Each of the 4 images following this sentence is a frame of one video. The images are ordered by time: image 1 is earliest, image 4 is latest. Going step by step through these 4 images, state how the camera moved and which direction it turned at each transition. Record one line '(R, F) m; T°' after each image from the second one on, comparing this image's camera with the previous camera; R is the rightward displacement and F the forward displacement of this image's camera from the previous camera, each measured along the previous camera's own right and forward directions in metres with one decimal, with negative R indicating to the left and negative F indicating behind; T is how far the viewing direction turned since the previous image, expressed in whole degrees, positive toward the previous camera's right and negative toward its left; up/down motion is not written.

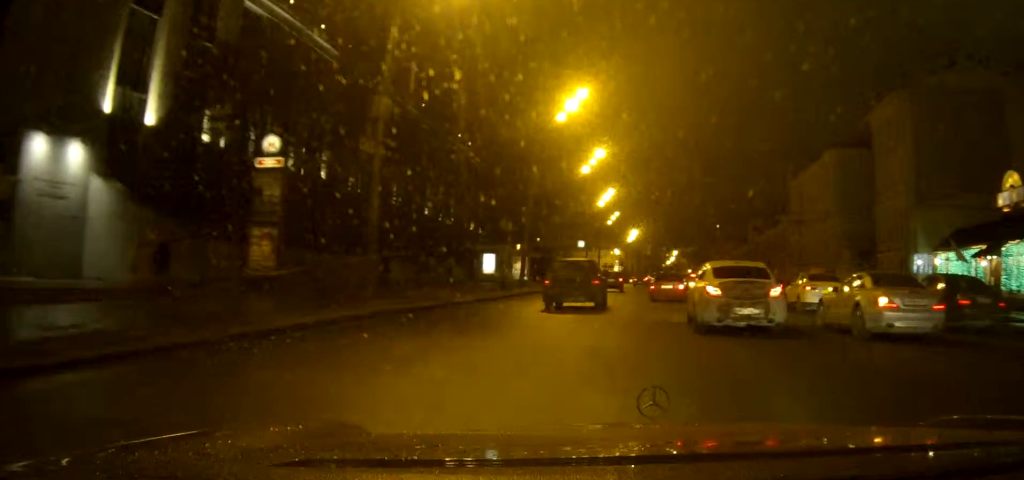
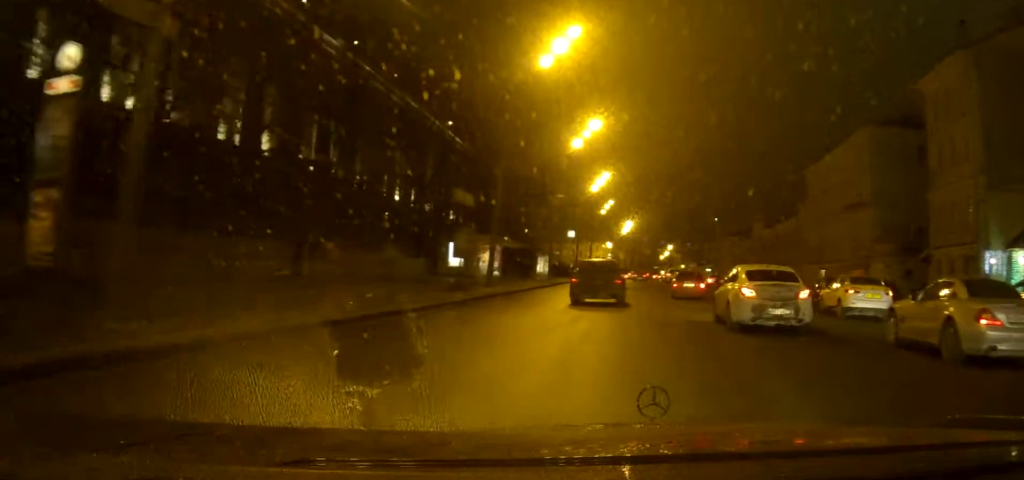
(+0.1, +12.0) m; +1°
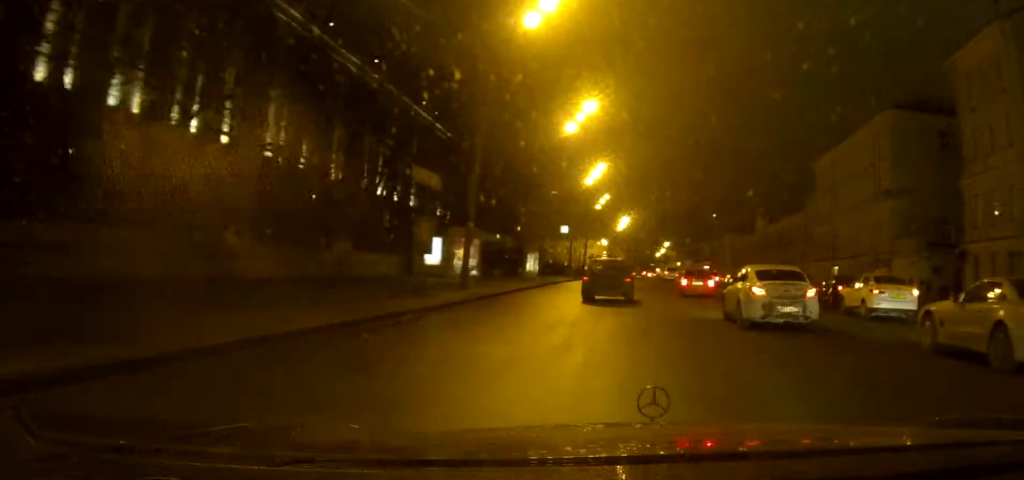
(0.0, +6.0) m; 0°
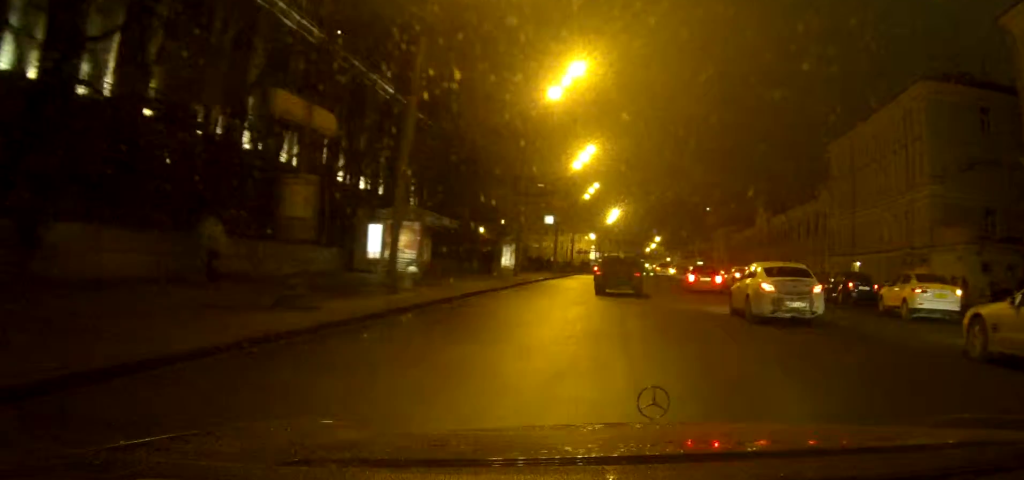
(+0.1, +9.4) m; +1°
